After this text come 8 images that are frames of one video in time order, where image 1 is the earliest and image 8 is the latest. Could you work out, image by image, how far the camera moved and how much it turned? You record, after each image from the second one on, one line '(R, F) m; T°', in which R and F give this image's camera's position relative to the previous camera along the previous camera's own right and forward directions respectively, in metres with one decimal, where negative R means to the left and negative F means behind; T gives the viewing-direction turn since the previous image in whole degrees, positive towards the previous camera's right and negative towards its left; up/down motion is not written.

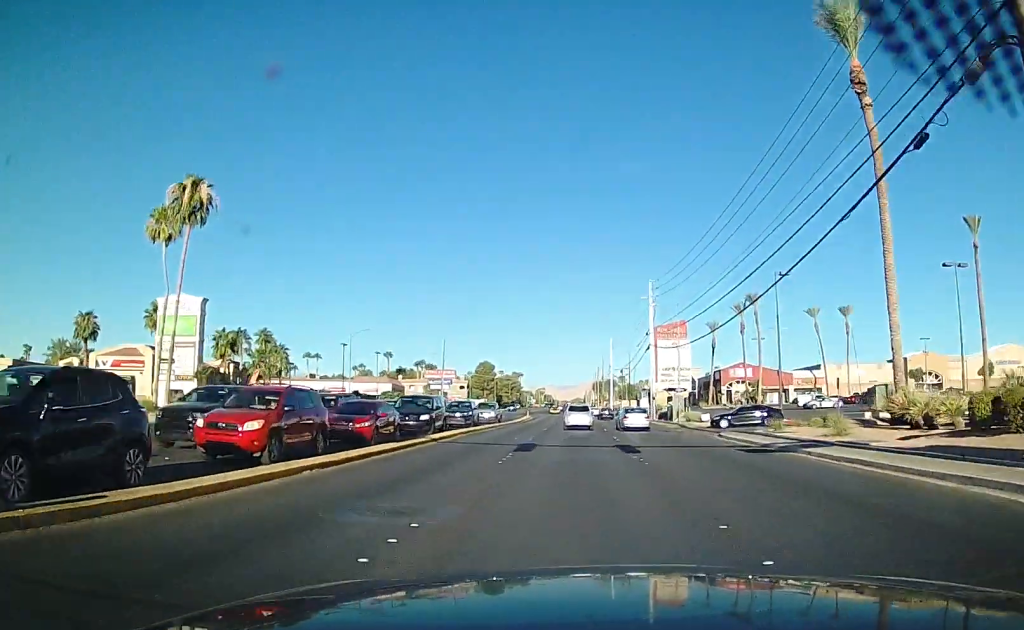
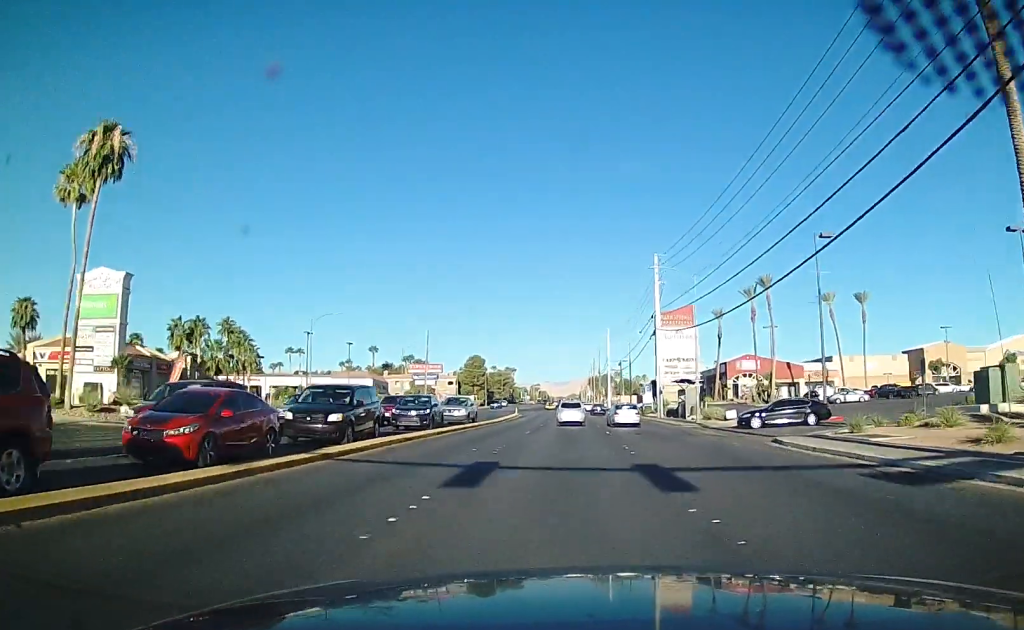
(+0.1, +10.6) m; 0°
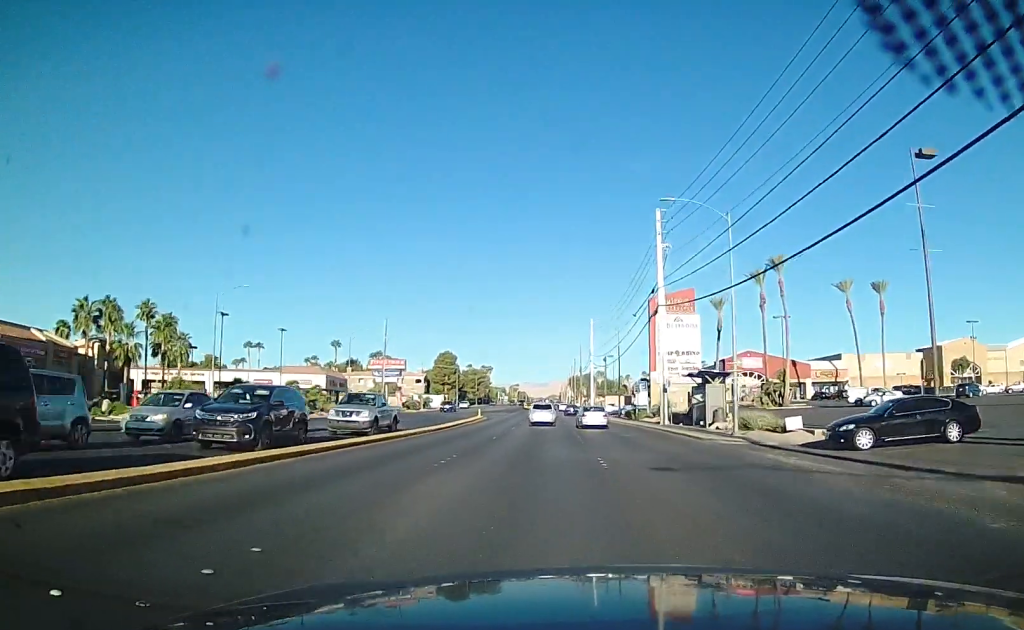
(0.0, +16.0) m; 0°
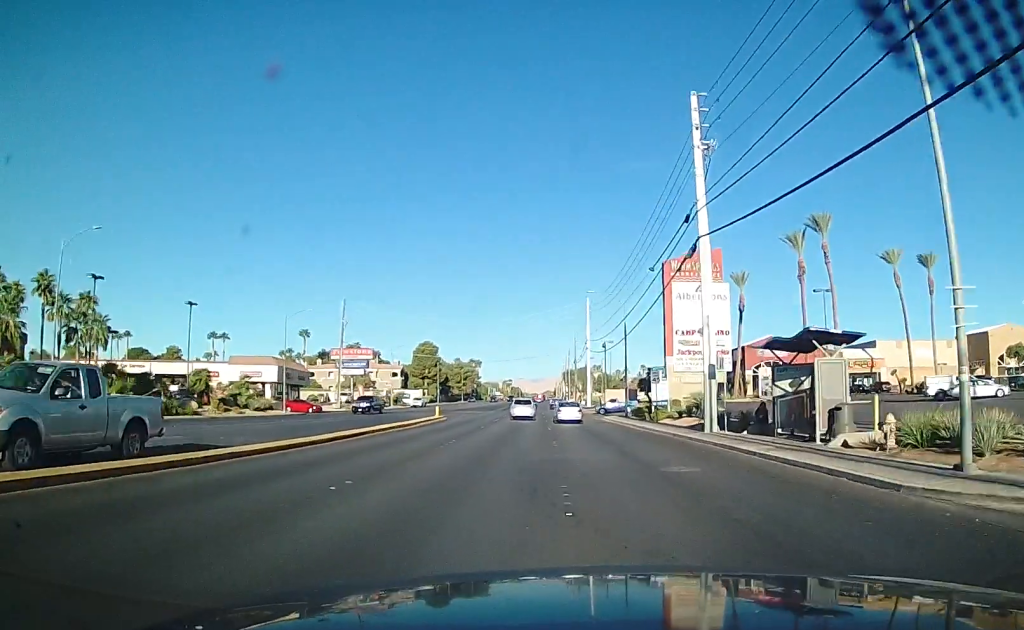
(+0.1, +18.3) m; 0°
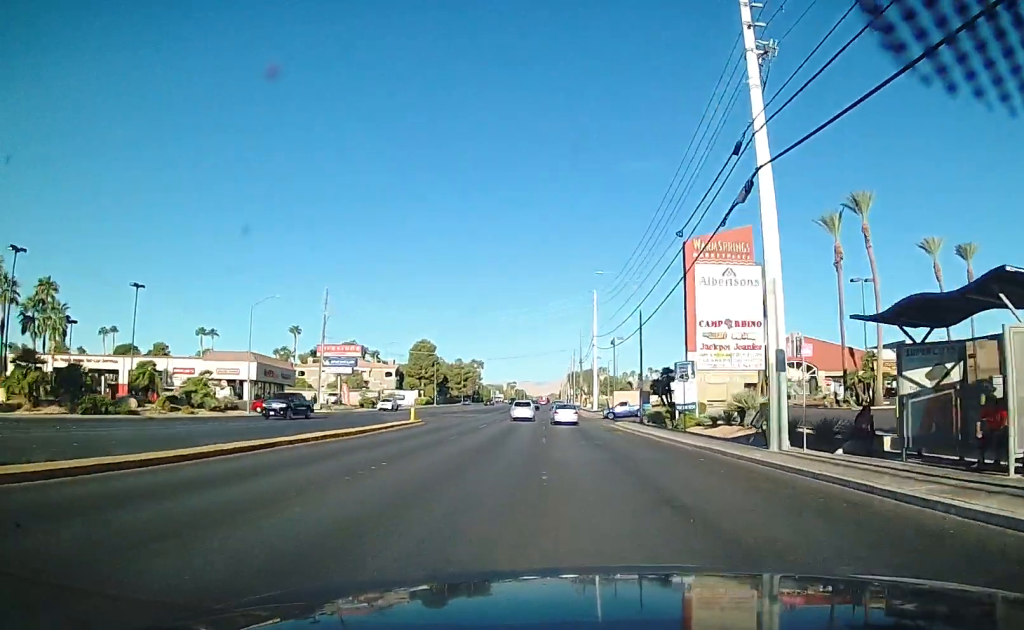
(0.0, +9.0) m; 0°
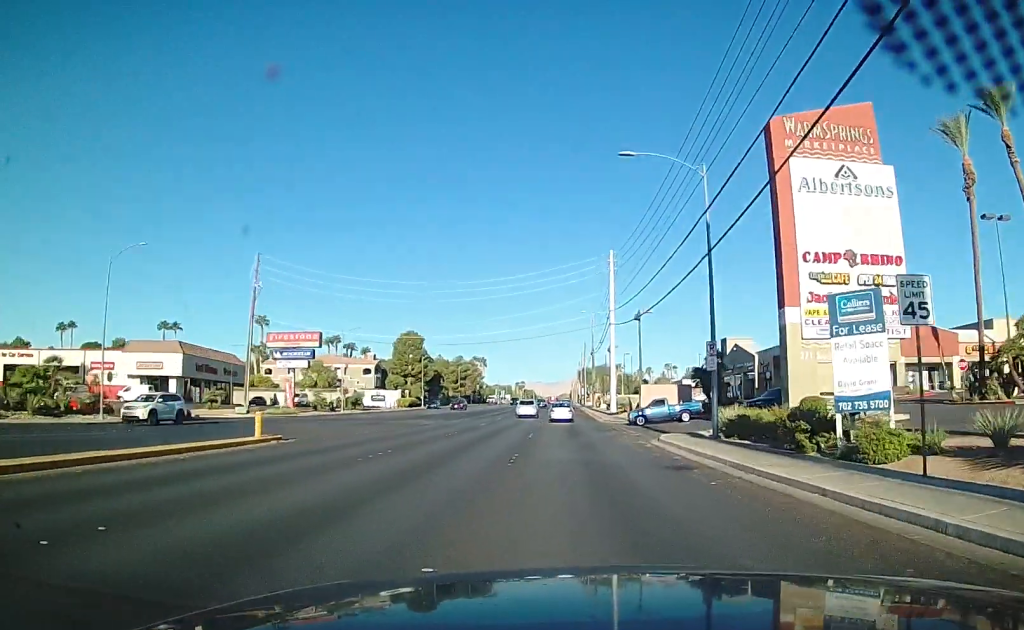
(0.0, +21.9) m; 0°
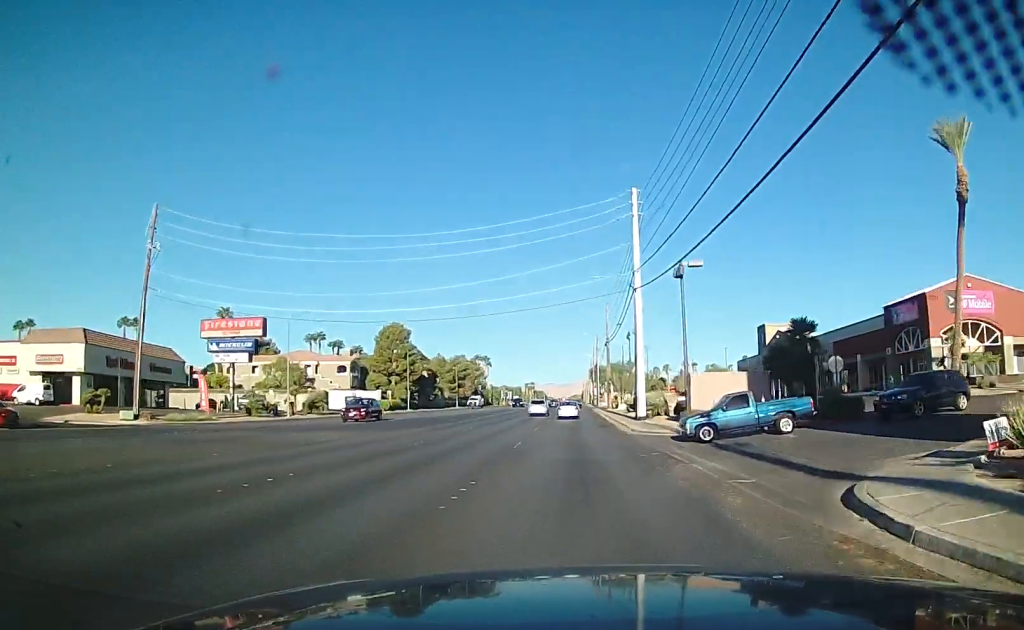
(+0.1, +18.7) m; -1°
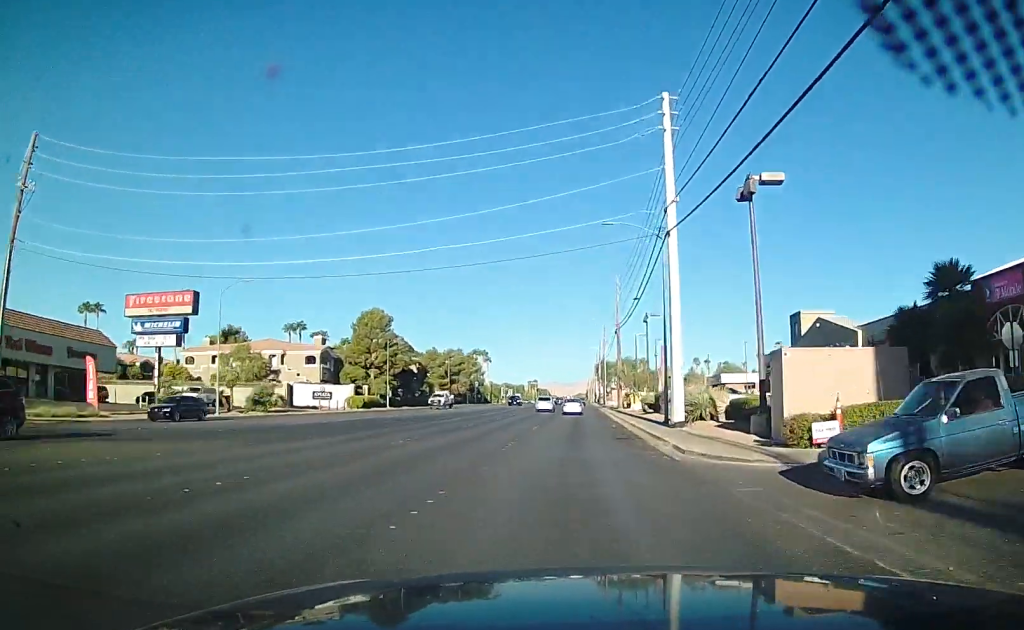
(-0.5, +14.1) m; -2°
